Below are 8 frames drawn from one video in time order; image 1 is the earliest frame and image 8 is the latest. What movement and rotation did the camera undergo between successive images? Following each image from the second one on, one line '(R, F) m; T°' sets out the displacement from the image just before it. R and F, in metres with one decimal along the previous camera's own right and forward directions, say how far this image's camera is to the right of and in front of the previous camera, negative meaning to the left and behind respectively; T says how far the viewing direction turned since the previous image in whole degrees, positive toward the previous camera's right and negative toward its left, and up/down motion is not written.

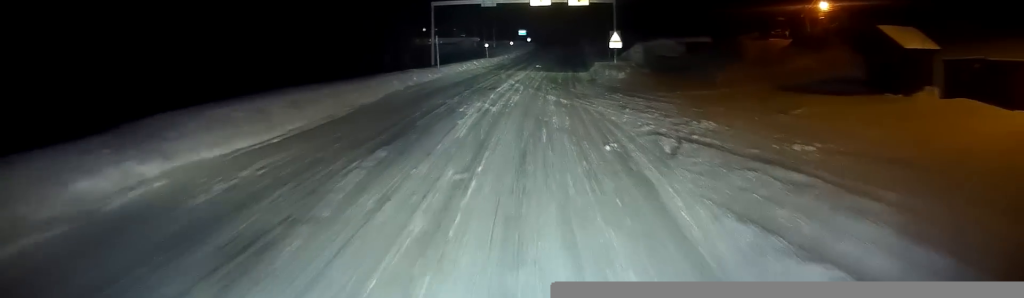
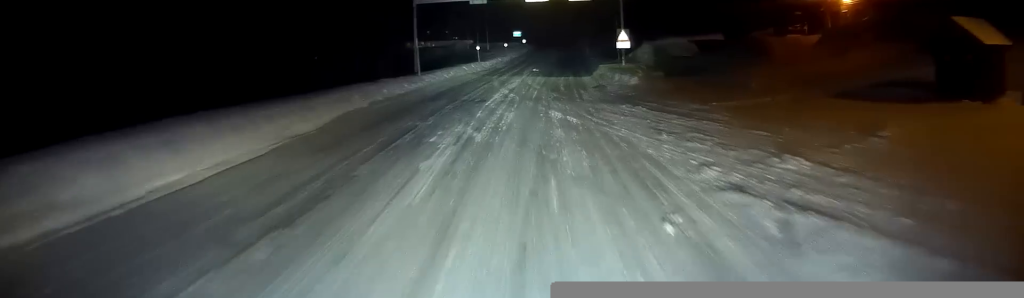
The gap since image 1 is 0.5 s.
(0.0, +5.6) m; +1°
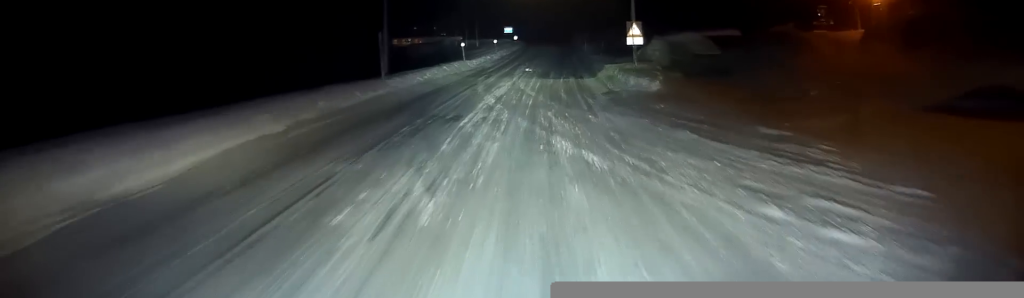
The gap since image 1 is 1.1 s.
(0.0, +6.8) m; +1°
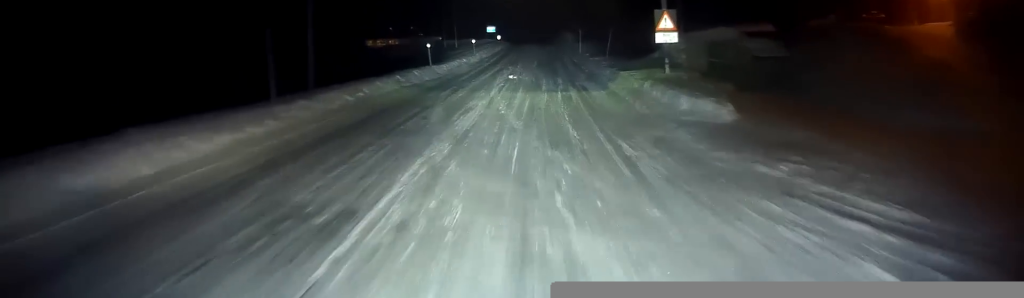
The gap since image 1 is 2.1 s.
(+0.1, +11.0) m; +1°
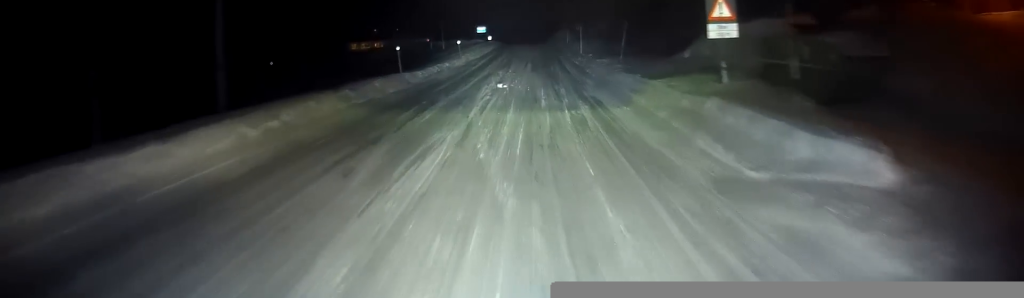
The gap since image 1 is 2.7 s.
(0.0, +7.4) m; +1°
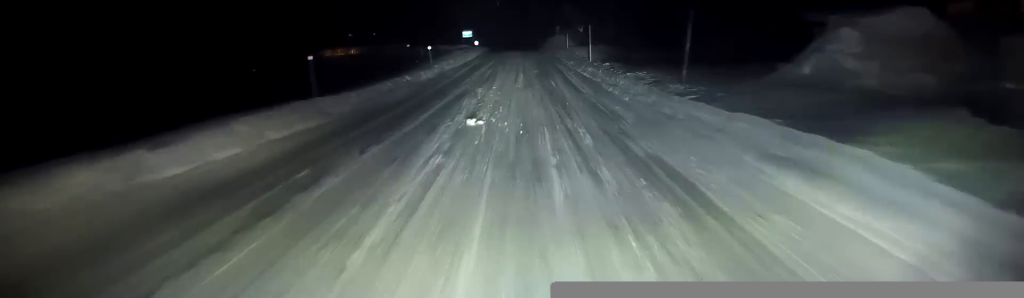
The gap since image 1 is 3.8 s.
(+0.2, +12.6) m; +1°
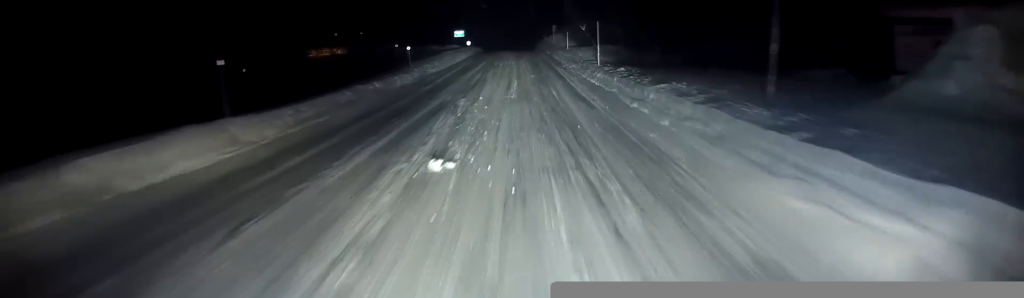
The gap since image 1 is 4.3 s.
(0.0, +6.0) m; 0°
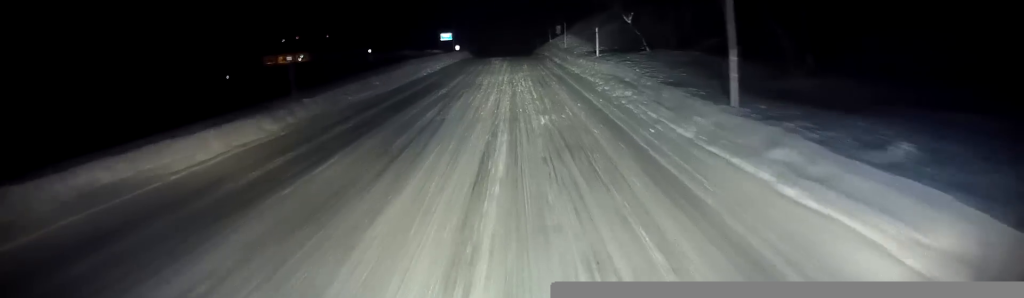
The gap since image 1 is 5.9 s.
(-0.3, +19.3) m; -2°
